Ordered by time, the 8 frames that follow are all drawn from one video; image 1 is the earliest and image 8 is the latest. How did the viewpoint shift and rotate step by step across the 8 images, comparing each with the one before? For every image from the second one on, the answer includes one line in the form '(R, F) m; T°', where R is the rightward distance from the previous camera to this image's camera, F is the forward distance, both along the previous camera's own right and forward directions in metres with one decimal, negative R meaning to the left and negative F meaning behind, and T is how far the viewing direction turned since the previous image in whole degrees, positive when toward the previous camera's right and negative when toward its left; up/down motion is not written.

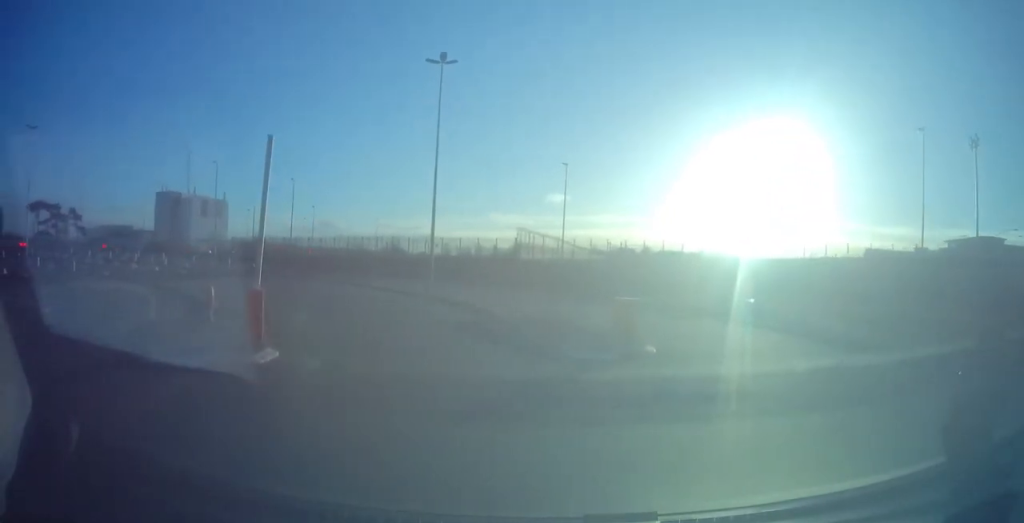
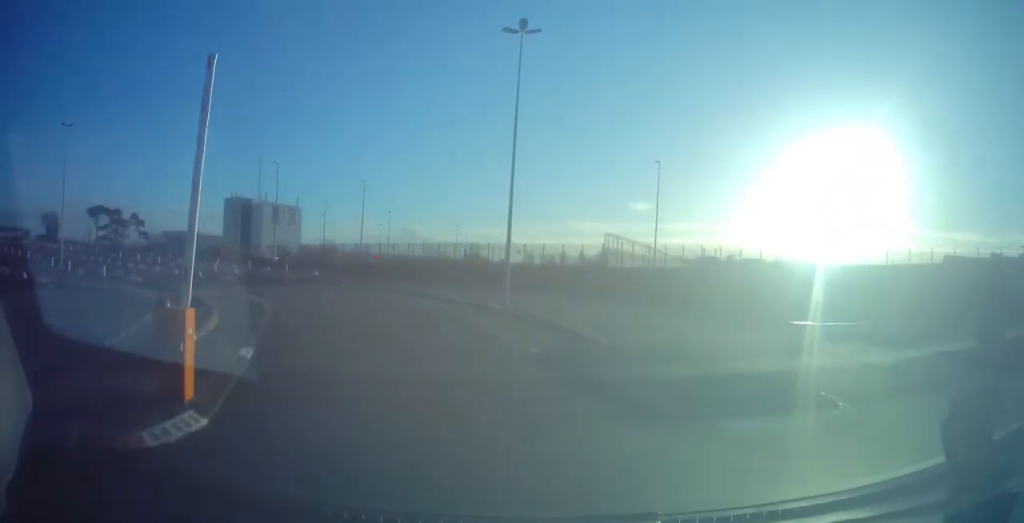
(-0.3, +4.6) m; -8°
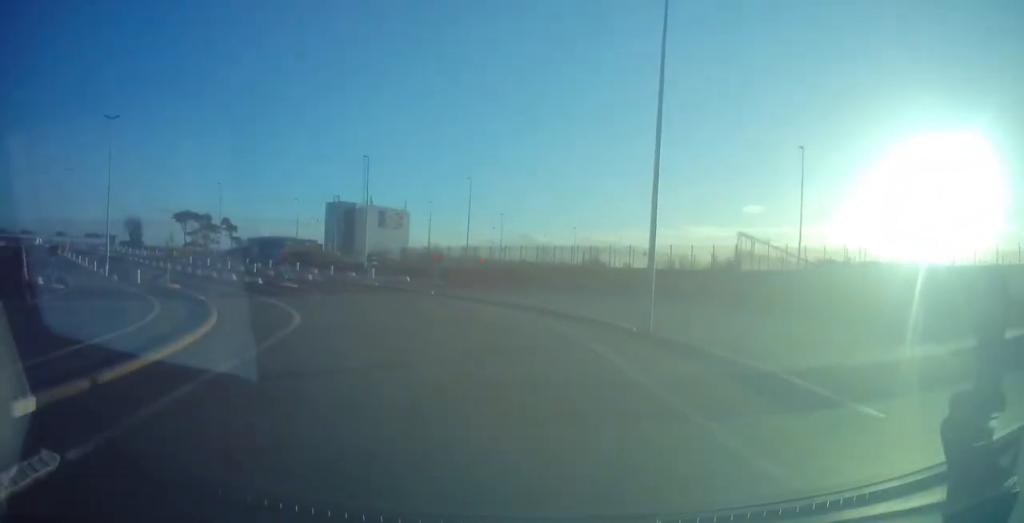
(-0.8, +7.1) m; -13°
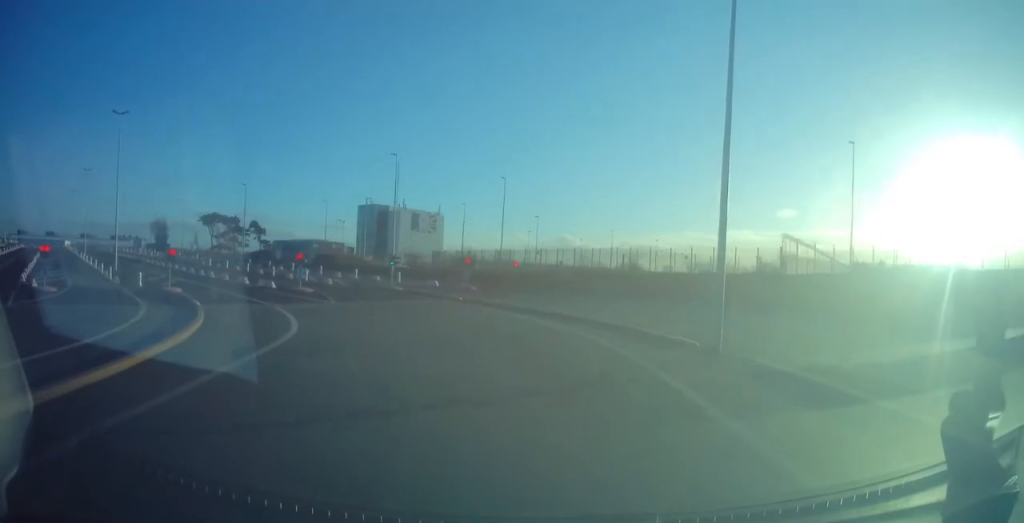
(-0.2, +2.9) m; -3°
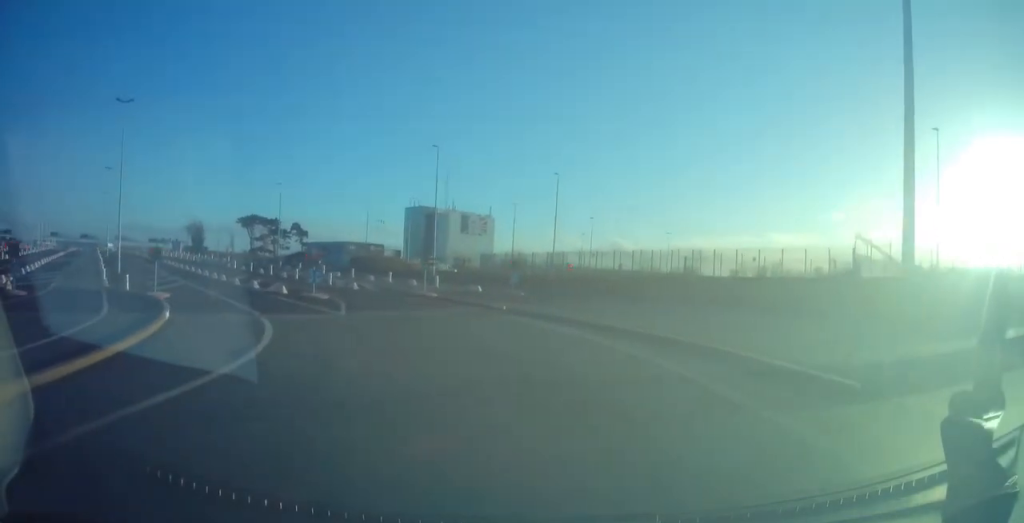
(-0.2, +5.0) m; -5°
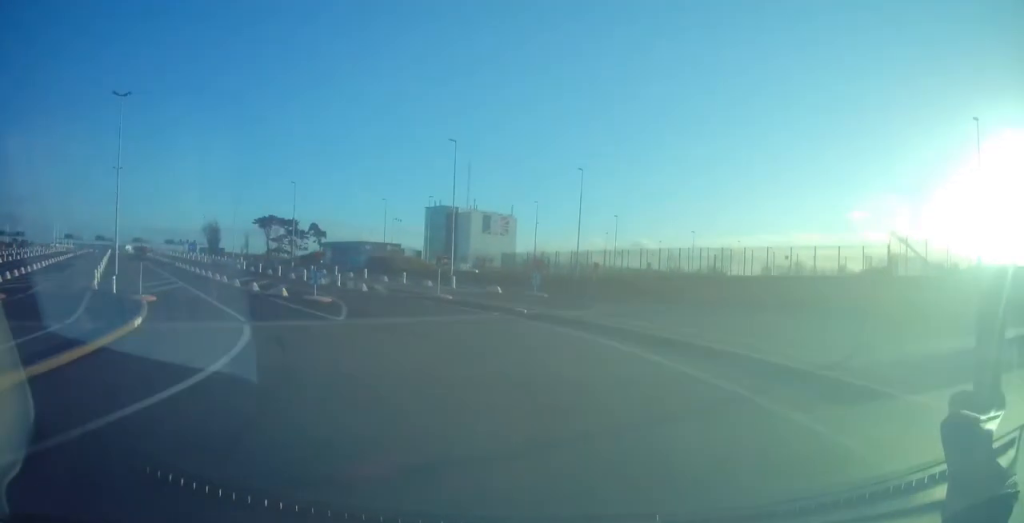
(0.0, +2.5) m; -3°
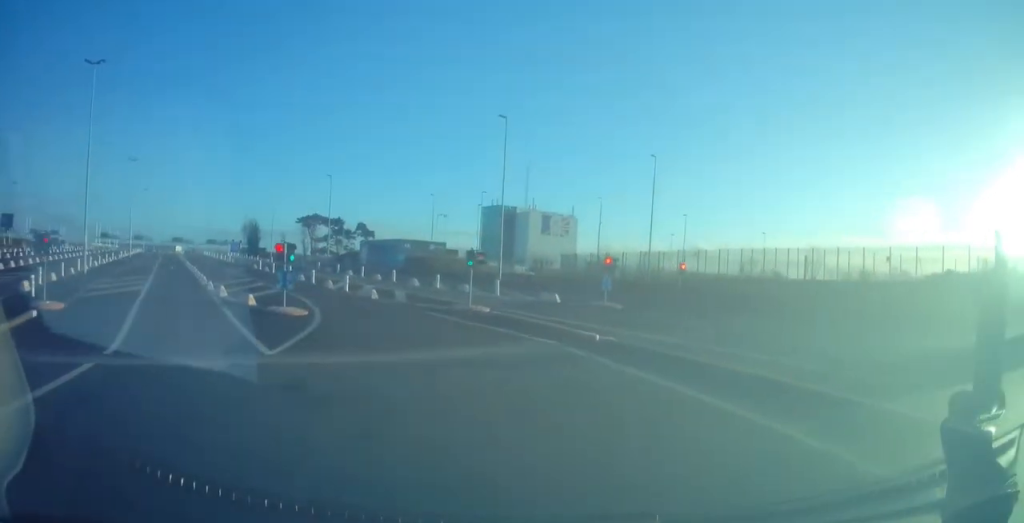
(-0.6, +8.1) m; -7°
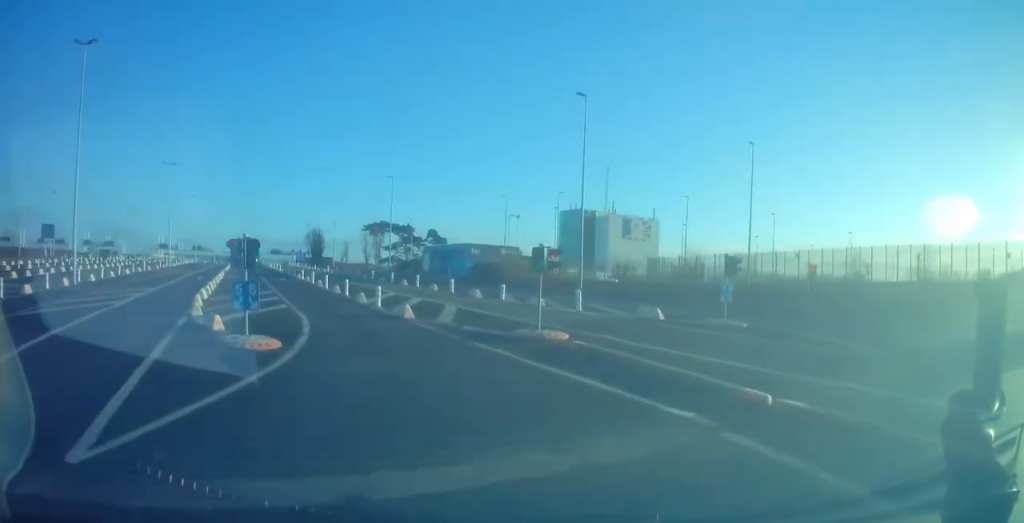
(-0.2, +6.7) m; -6°
